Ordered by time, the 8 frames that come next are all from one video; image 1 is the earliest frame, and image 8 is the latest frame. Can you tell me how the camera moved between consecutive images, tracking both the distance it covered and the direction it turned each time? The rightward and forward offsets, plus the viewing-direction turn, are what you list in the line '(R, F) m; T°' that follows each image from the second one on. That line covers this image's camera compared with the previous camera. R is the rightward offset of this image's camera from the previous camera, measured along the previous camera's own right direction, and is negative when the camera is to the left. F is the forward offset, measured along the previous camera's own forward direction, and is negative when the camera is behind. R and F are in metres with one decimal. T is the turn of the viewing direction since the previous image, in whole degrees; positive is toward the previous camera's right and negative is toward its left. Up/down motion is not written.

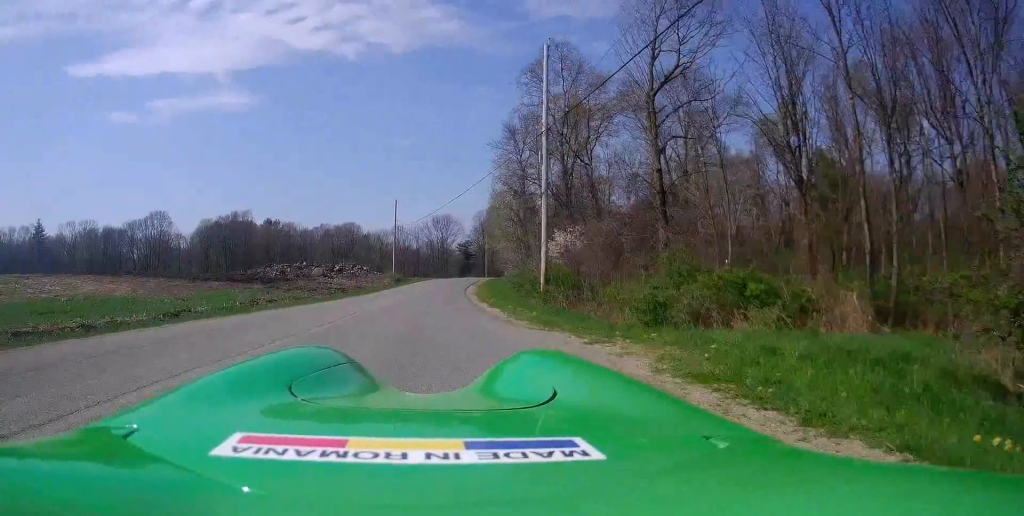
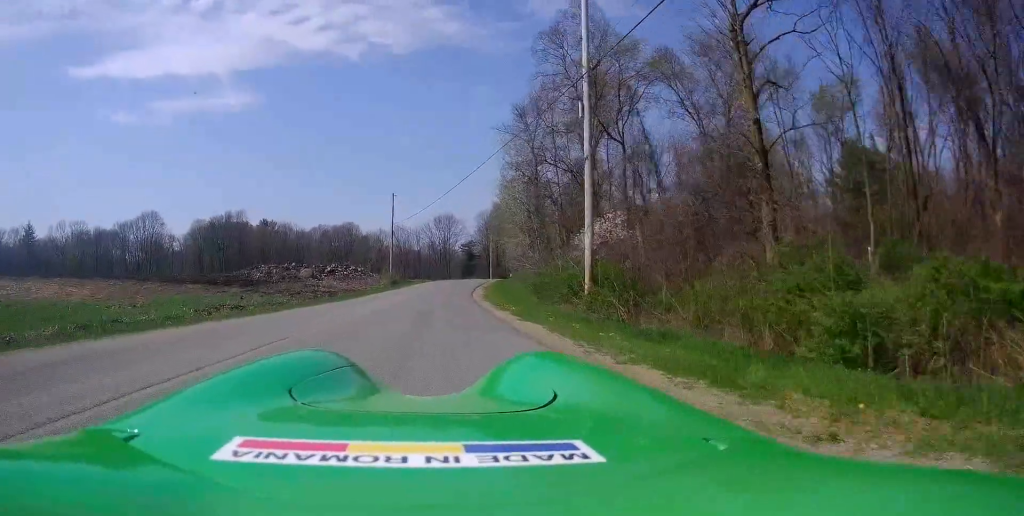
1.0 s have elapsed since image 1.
(0.0, +7.4) m; 0°
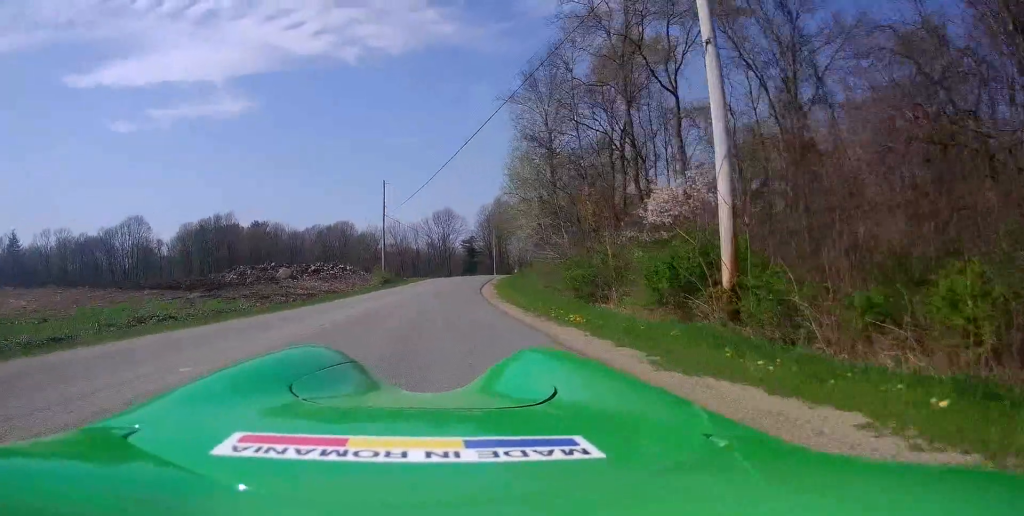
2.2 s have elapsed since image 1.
(+0.1, +8.5) m; 0°
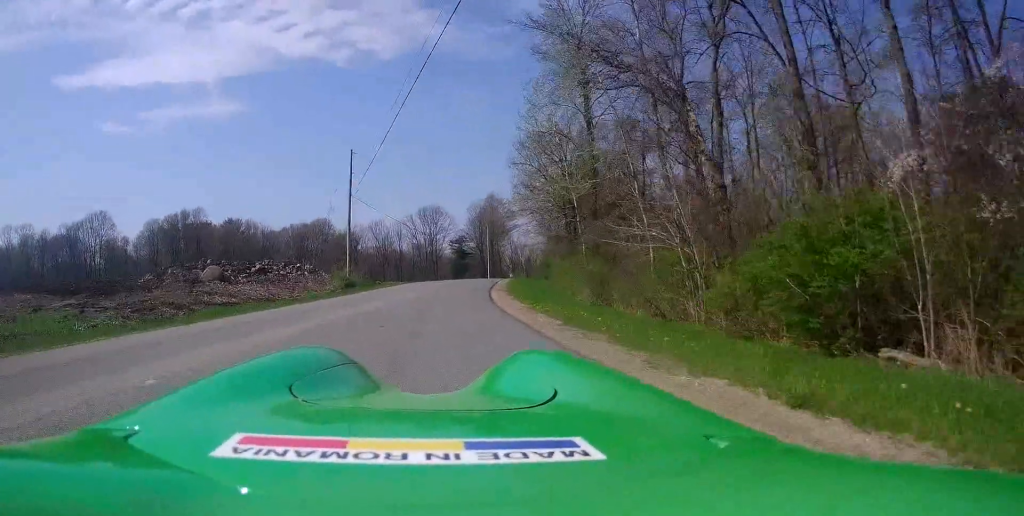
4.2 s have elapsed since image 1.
(0.0, +13.2) m; +2°
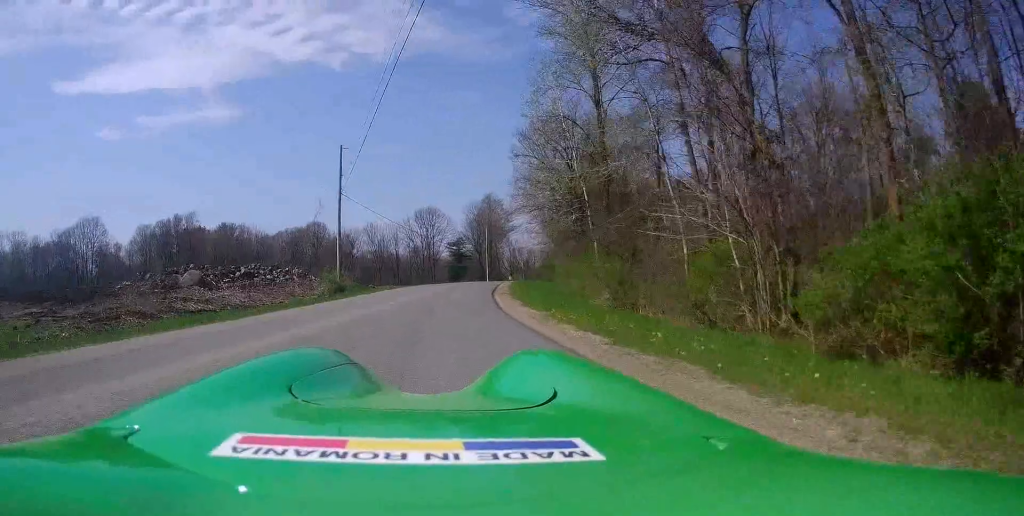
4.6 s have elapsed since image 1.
(0.0, +2.7) m; +2°
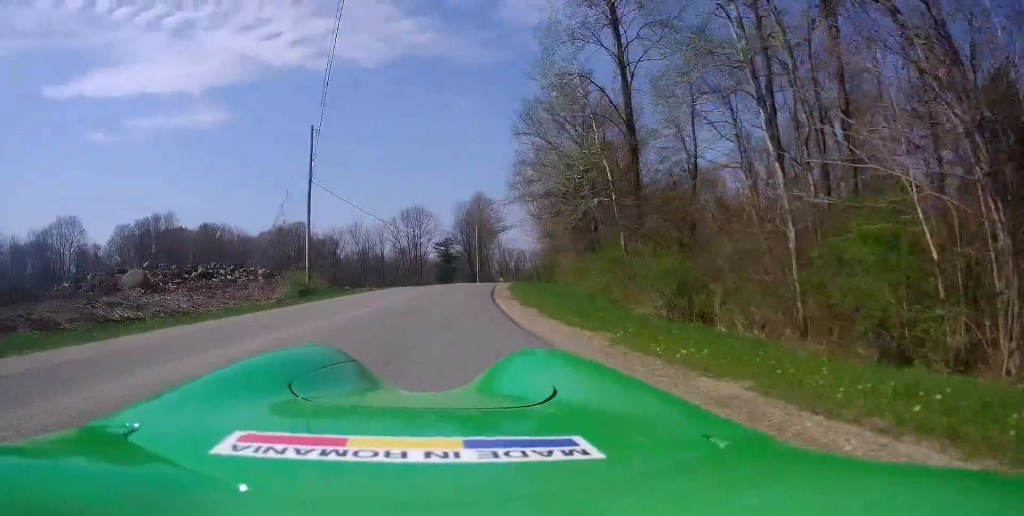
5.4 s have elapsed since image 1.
(+0.2, +5.5) m; 0°
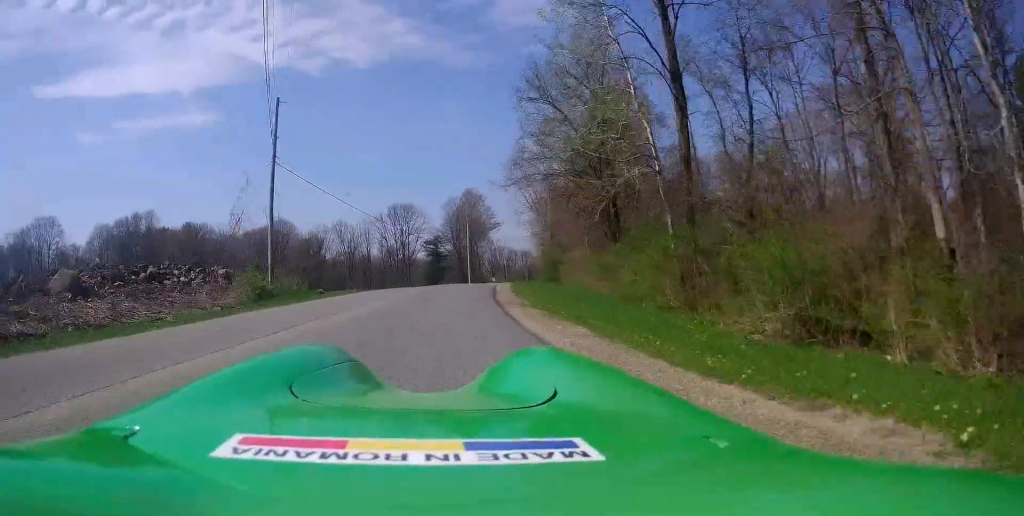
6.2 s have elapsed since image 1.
(0.0, +5.5) m; -1°
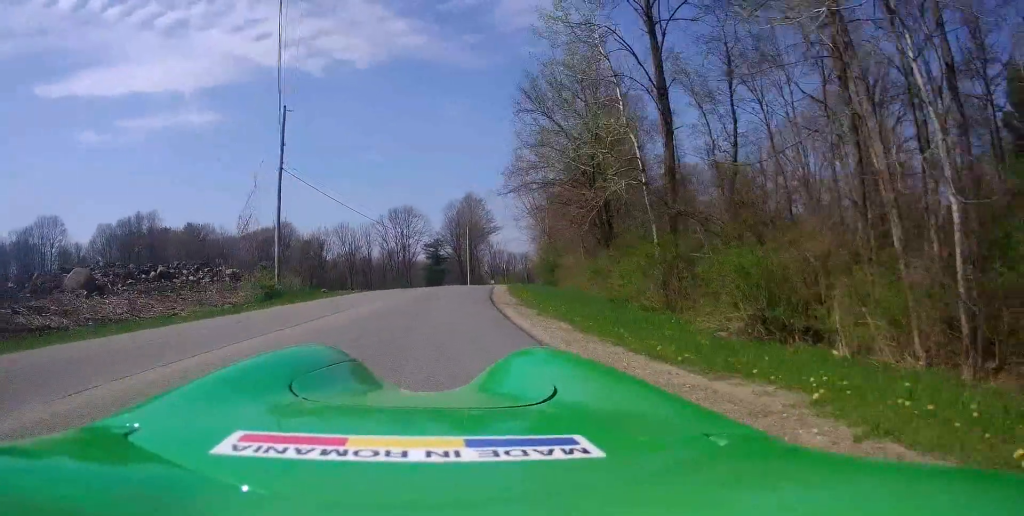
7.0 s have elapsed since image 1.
(-0.3, +6.6) m; +1°
